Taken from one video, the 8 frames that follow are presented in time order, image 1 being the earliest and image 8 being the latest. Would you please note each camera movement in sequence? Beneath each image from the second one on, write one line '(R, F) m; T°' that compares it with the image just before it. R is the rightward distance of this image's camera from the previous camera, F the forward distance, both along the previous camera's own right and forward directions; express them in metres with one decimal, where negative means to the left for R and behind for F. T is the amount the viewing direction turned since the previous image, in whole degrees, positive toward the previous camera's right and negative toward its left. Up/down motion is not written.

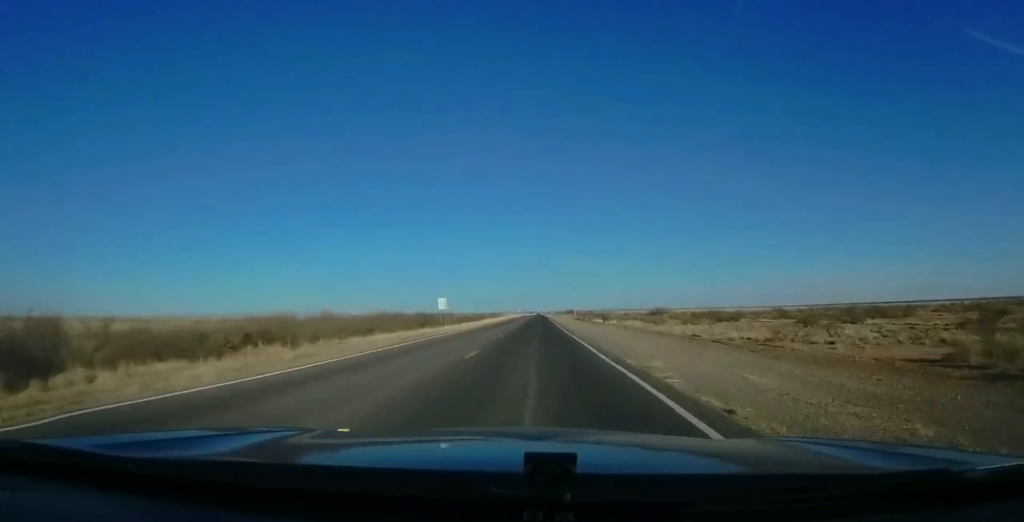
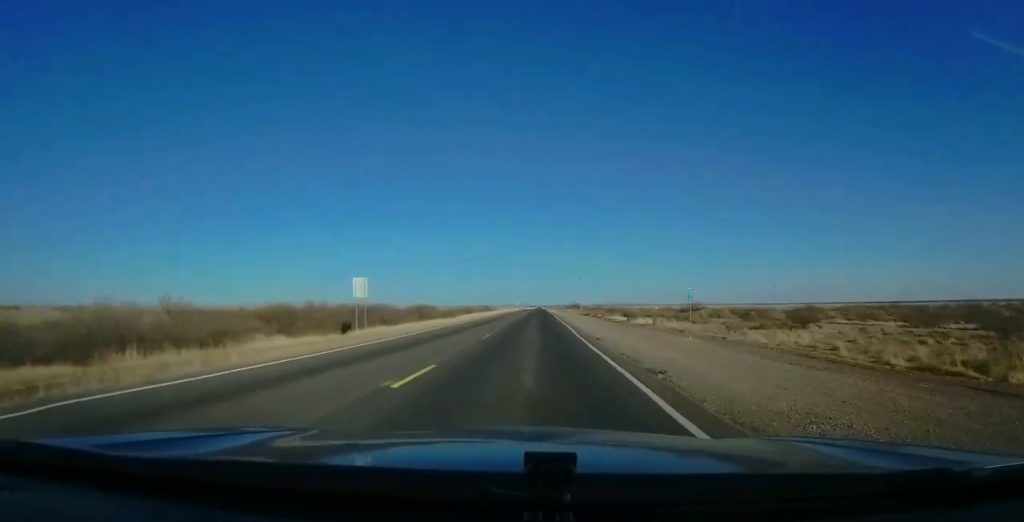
(-0.1, +31.4) m; 0°
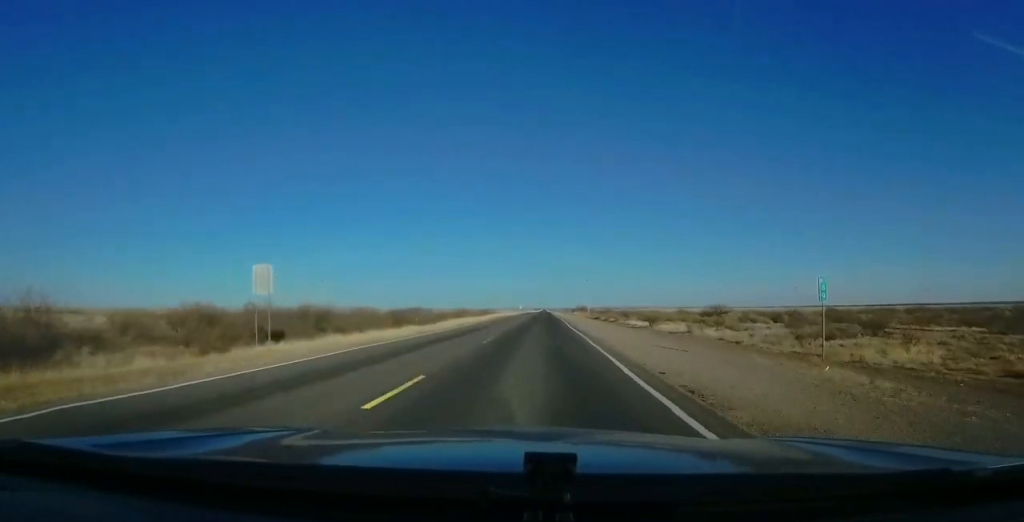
(0.0, +14.0) m; 0°
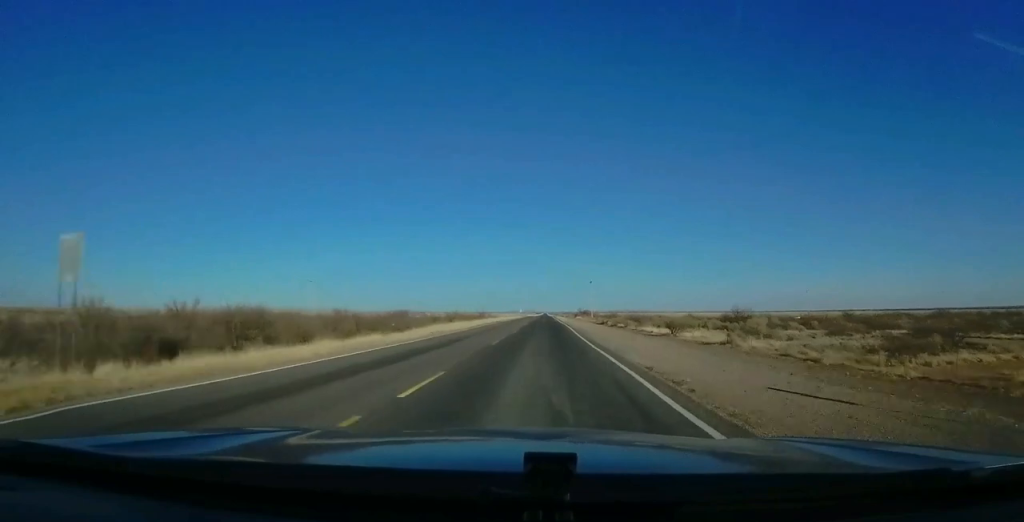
(0.0, +11.2) m; 0°
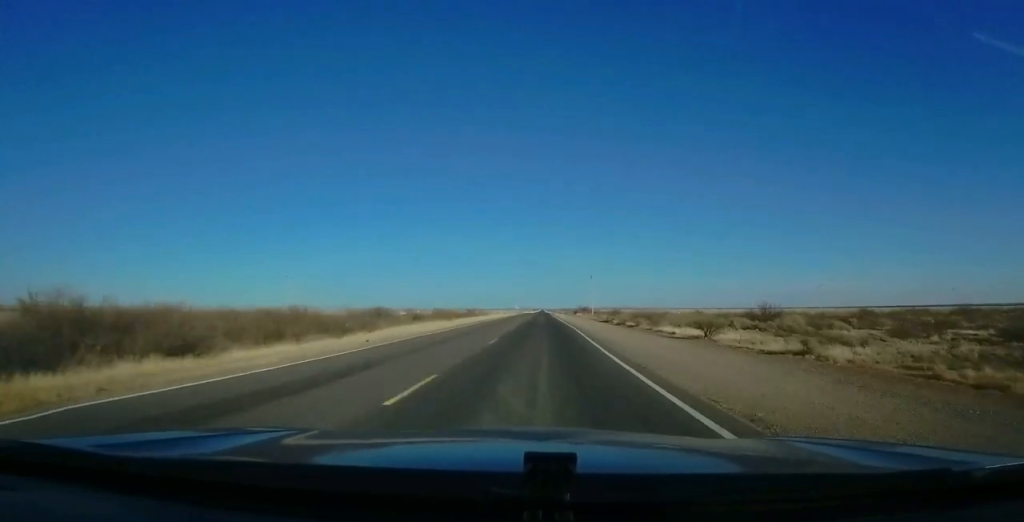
(0.0, +13.3) m; 0°
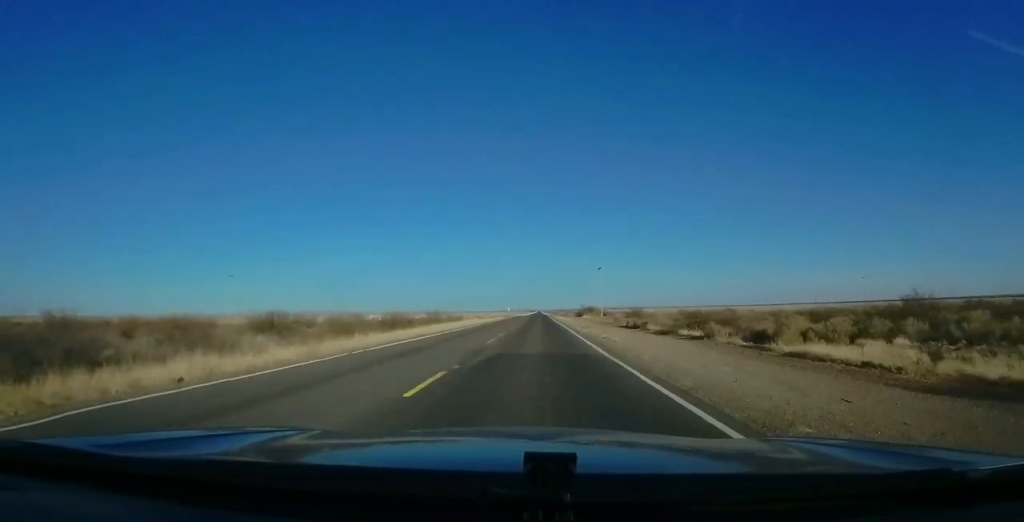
(+0.4, +36.3) m; 0°
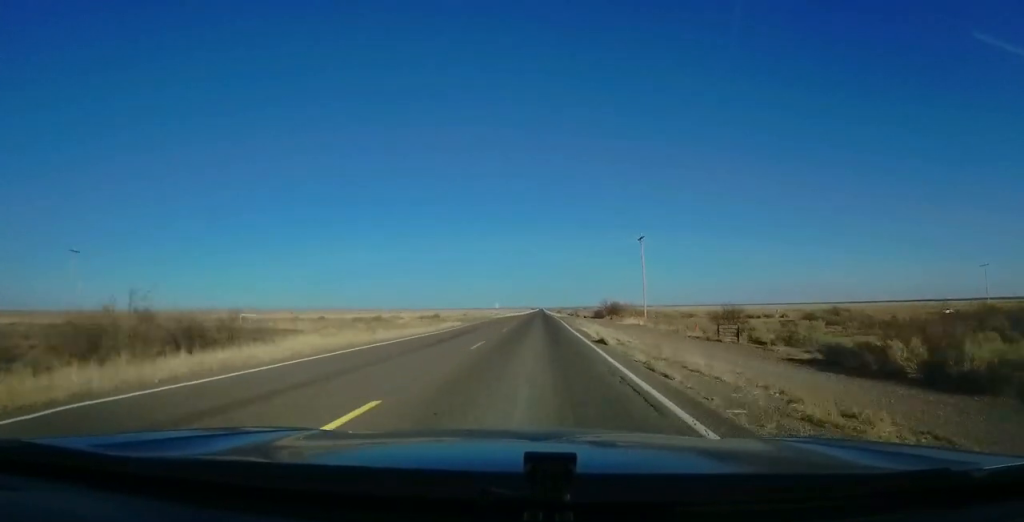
(-0.9, +59.0) m; -1°
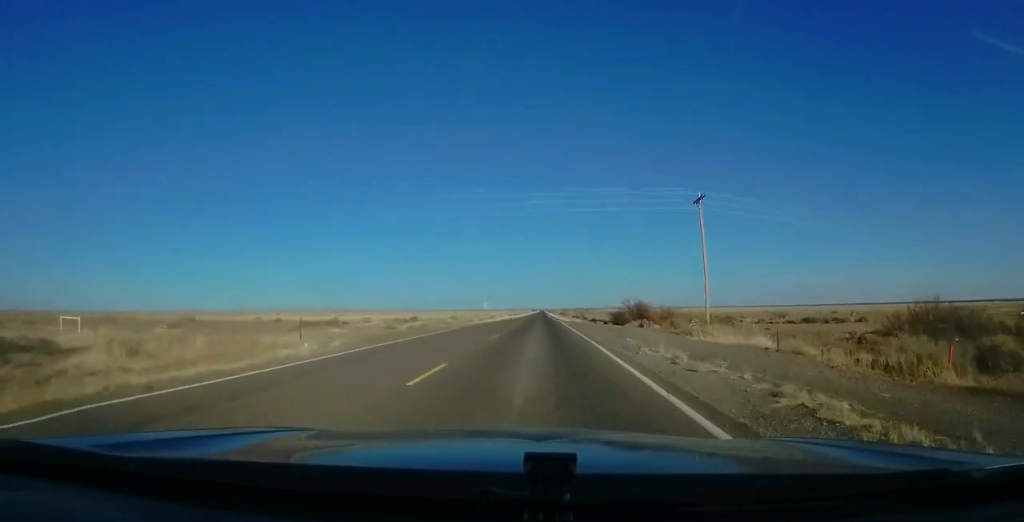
(0.0, +32.4) m; +1°
